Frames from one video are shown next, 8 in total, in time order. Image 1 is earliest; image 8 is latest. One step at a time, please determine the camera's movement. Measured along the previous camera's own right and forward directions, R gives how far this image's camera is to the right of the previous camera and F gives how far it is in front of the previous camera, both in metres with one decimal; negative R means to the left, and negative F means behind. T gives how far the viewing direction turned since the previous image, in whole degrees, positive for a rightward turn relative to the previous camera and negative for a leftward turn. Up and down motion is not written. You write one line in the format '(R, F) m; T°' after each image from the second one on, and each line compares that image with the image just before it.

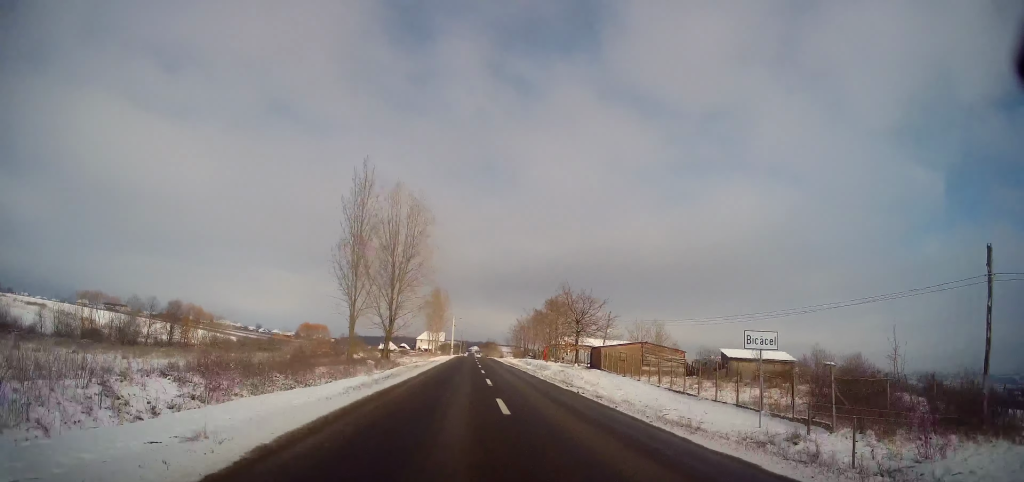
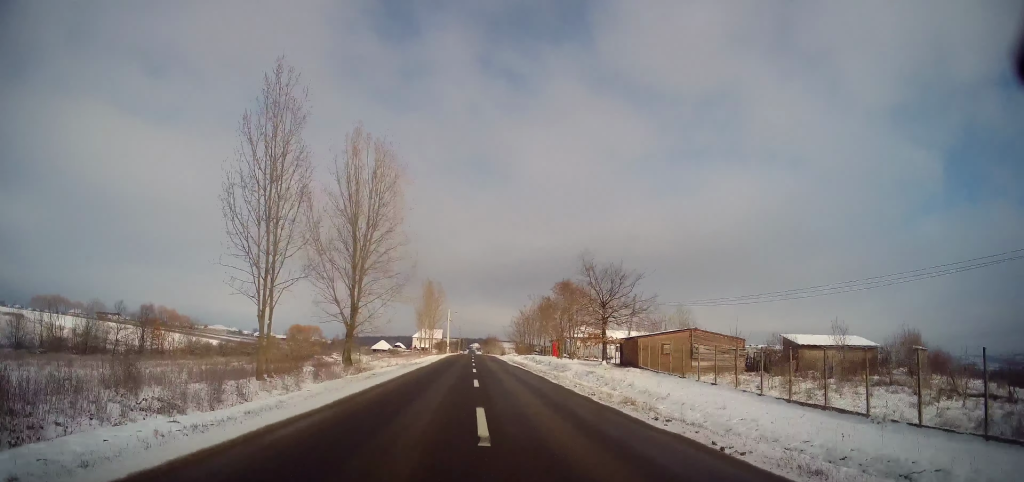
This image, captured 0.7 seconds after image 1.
(-0.1, +12.1) m; +1°
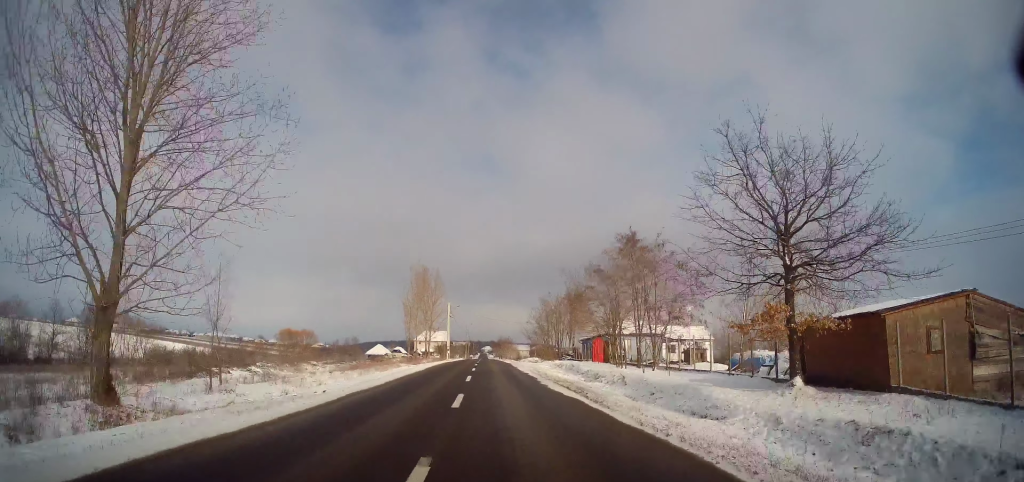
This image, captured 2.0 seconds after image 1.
(+0.4, +22.6) m; 0°
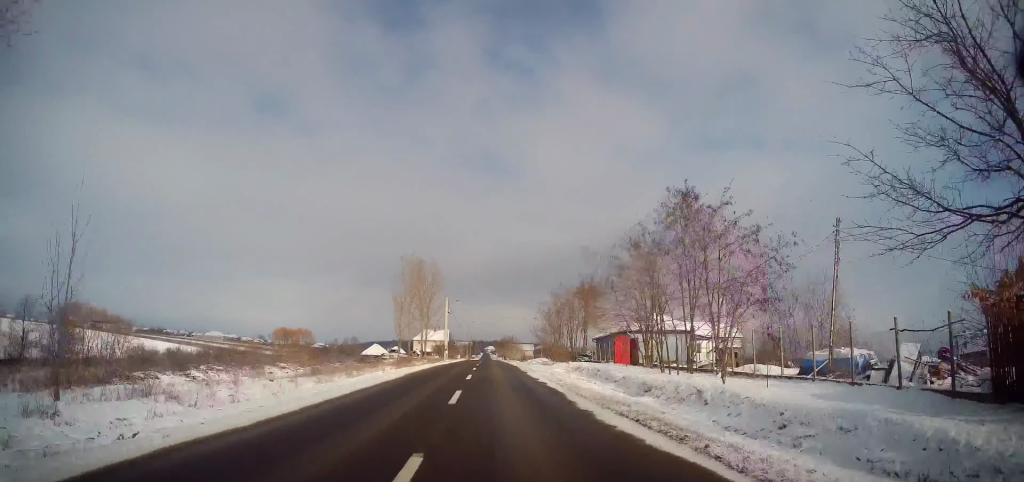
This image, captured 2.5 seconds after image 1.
(-0.1, +8.4) m; -1°
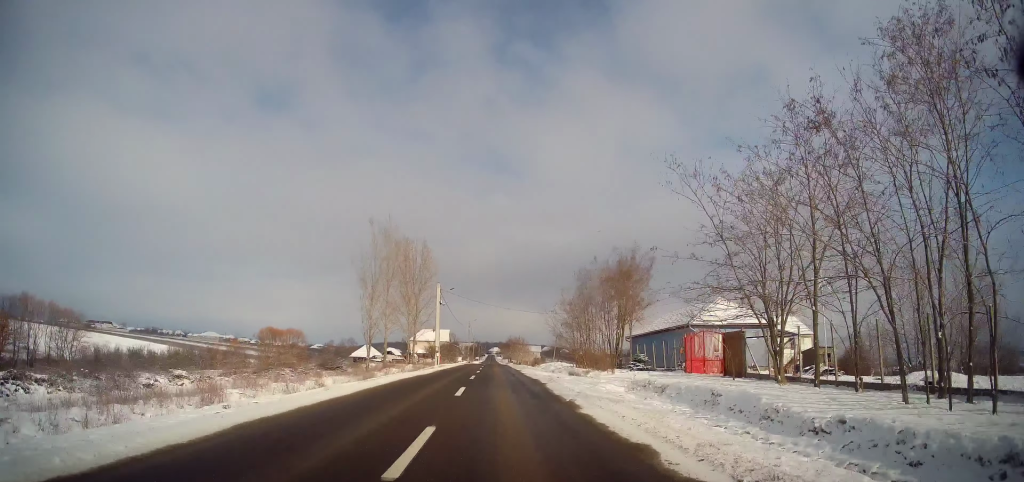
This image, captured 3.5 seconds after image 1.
(-0.1, +15.6) m; -1°
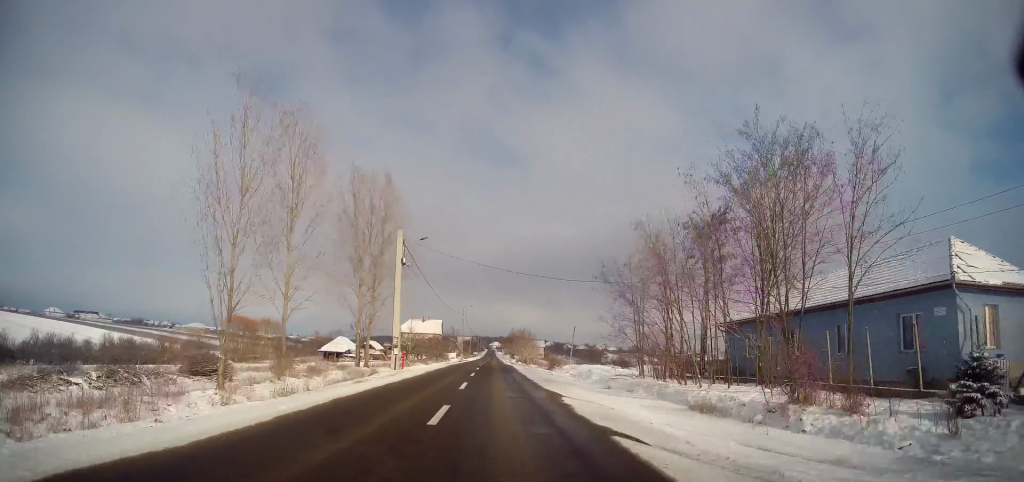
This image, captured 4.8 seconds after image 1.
(-0.4, +22.8) m; 0°
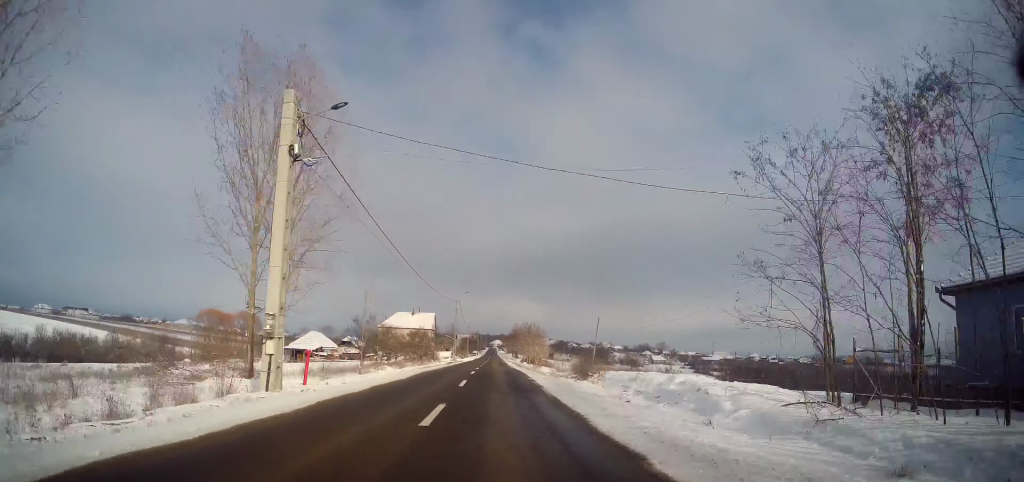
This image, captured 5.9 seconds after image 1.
(+0.3, +17.8) m; 0°
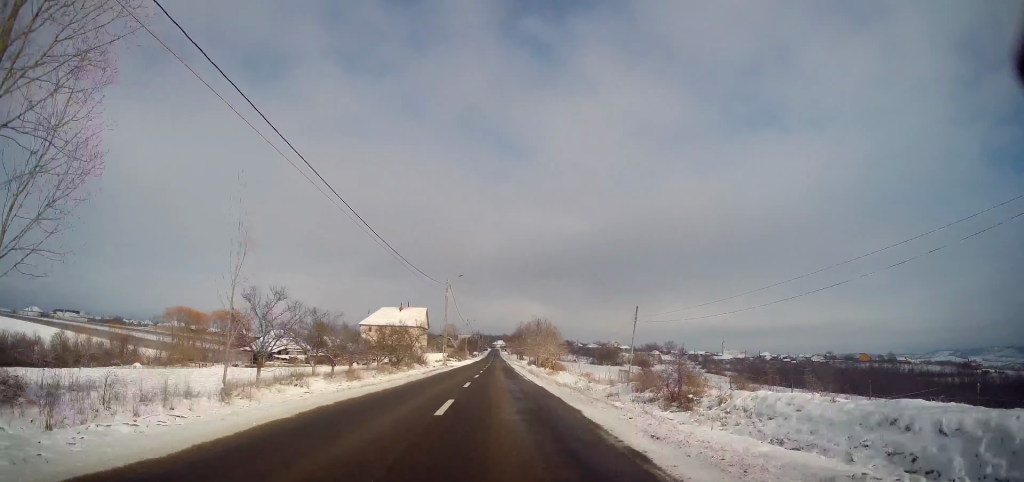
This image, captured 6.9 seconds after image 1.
(-0.3, +16.3) m; 0°
